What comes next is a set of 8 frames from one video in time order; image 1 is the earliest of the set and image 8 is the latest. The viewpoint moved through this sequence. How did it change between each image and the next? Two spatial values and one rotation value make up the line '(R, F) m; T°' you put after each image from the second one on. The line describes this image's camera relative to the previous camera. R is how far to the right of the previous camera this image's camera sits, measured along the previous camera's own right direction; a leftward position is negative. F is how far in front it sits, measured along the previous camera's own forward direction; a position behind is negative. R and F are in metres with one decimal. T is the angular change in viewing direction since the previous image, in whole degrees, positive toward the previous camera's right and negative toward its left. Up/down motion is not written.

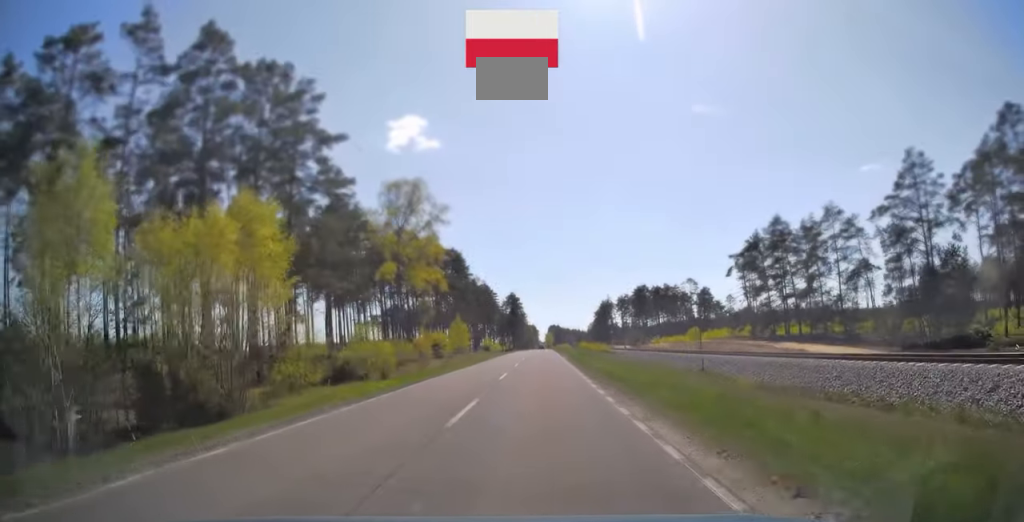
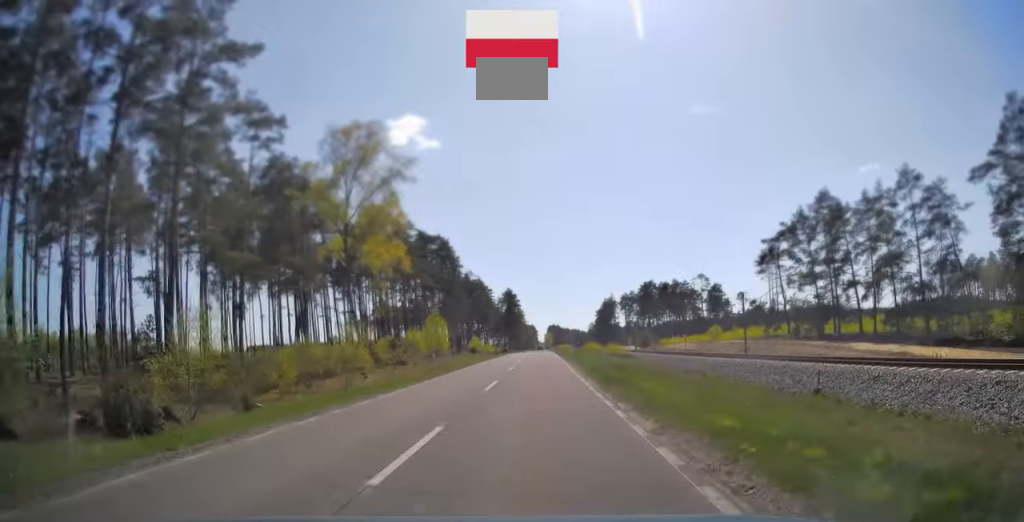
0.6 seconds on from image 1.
(0.0, +16.4) m; 0°
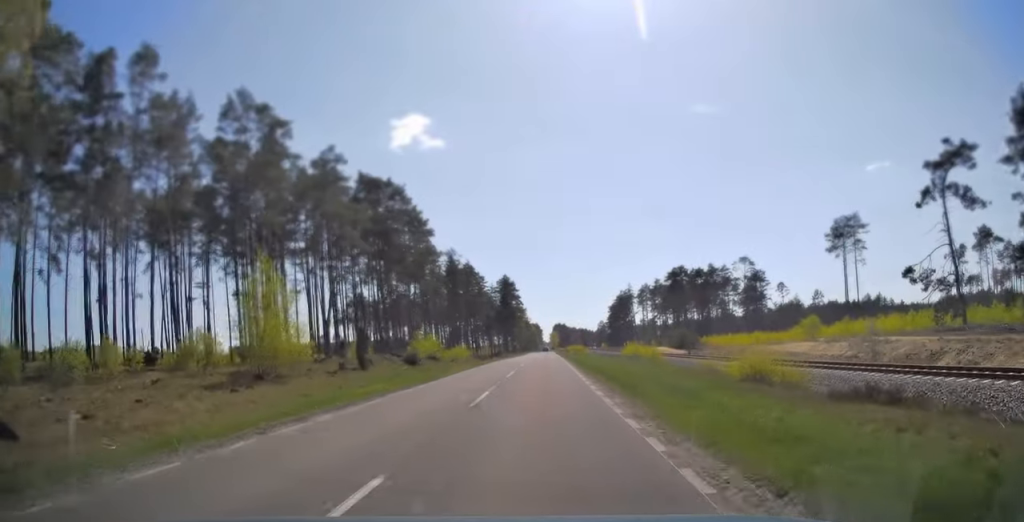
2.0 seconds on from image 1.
(+0.1, +39.5) m; 0°
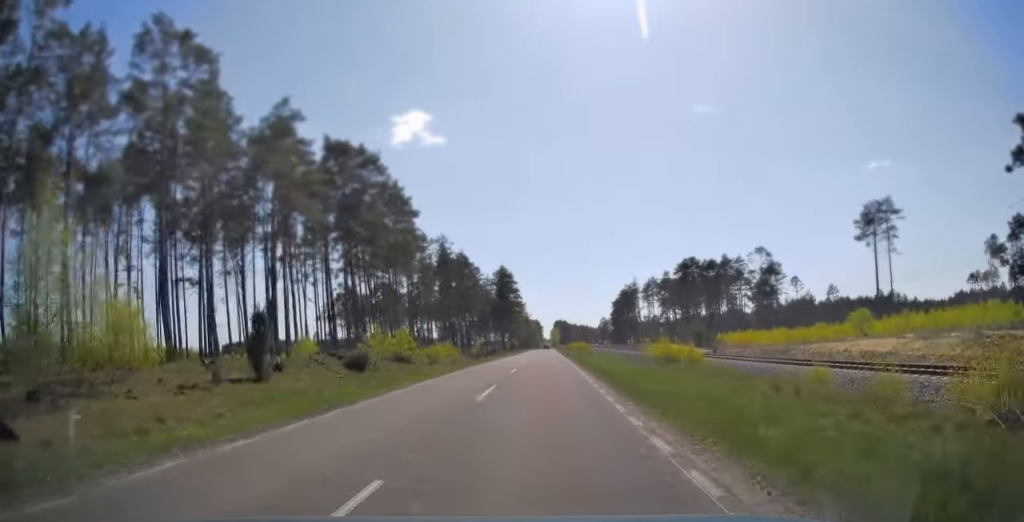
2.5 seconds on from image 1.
(+0.1, +12.2) m; 0°
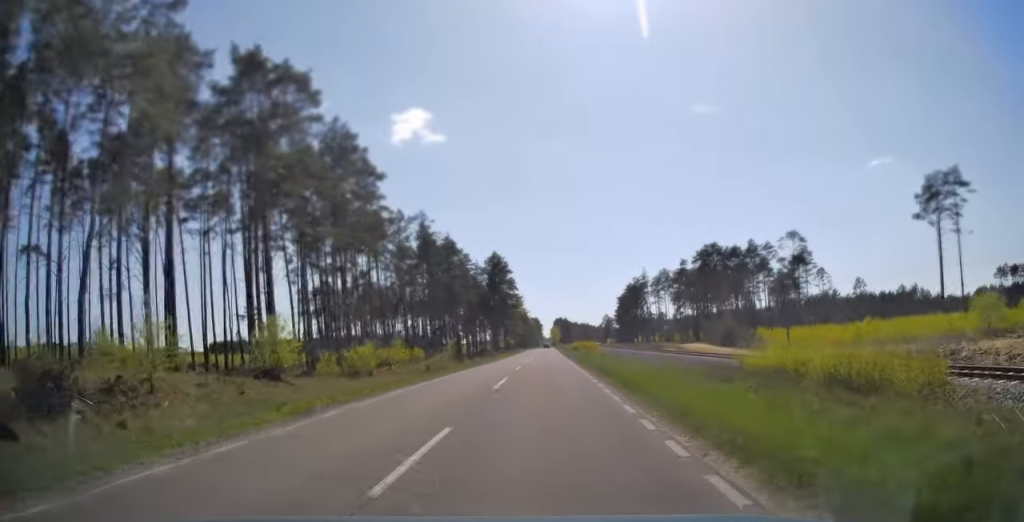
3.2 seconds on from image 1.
(-0.1, +20.4) m; 0°
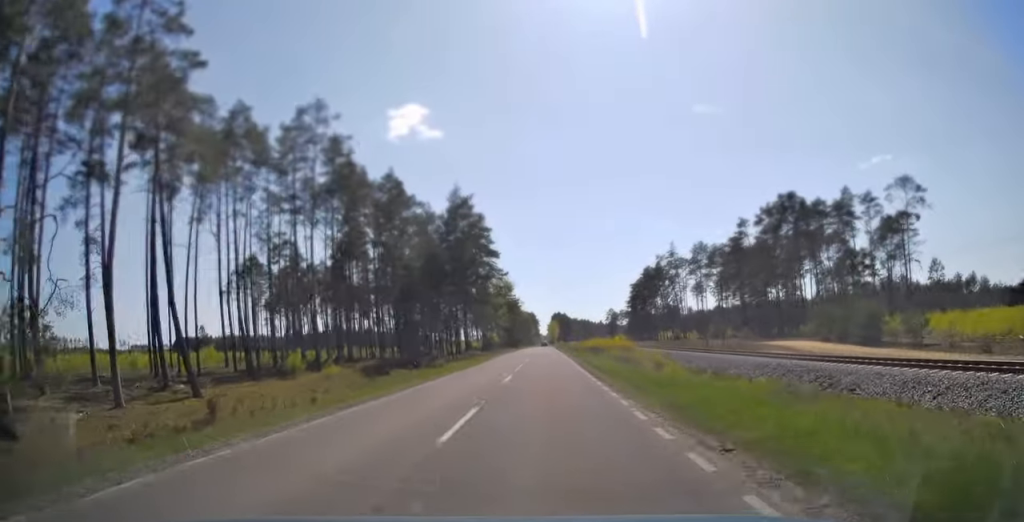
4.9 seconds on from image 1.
(-0.1, +45.0) m; 0°
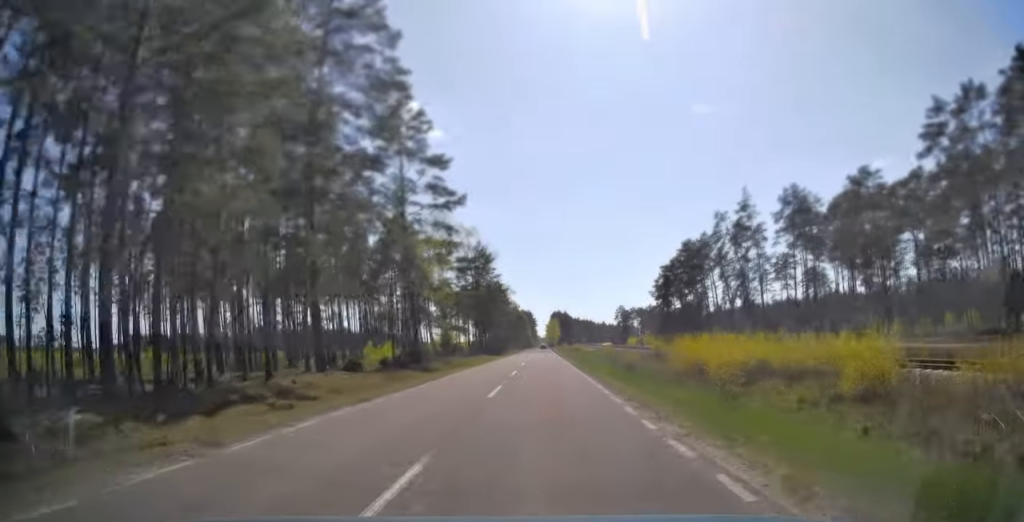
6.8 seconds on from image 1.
(+0.1, +53.3) m; 0°
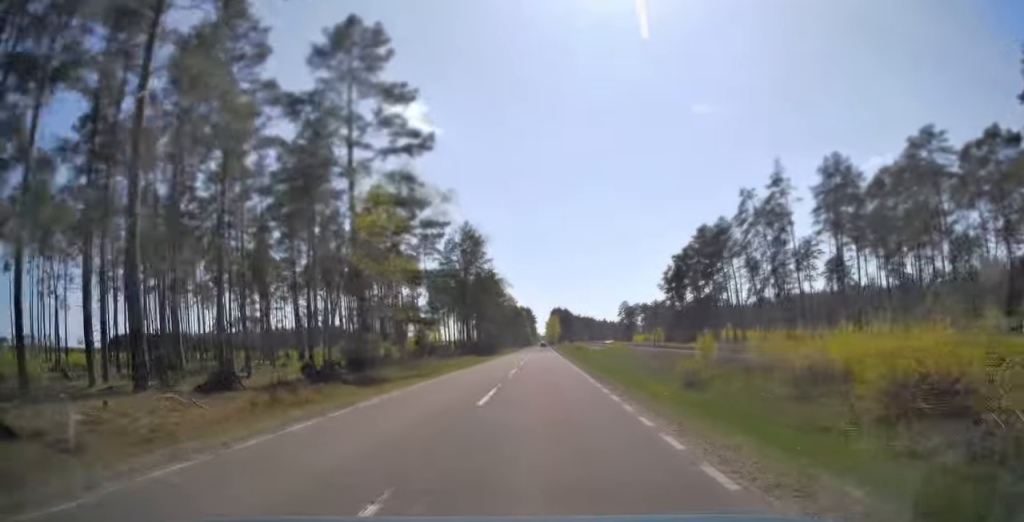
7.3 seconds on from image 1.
(0.0, +13.7) m; 0°
